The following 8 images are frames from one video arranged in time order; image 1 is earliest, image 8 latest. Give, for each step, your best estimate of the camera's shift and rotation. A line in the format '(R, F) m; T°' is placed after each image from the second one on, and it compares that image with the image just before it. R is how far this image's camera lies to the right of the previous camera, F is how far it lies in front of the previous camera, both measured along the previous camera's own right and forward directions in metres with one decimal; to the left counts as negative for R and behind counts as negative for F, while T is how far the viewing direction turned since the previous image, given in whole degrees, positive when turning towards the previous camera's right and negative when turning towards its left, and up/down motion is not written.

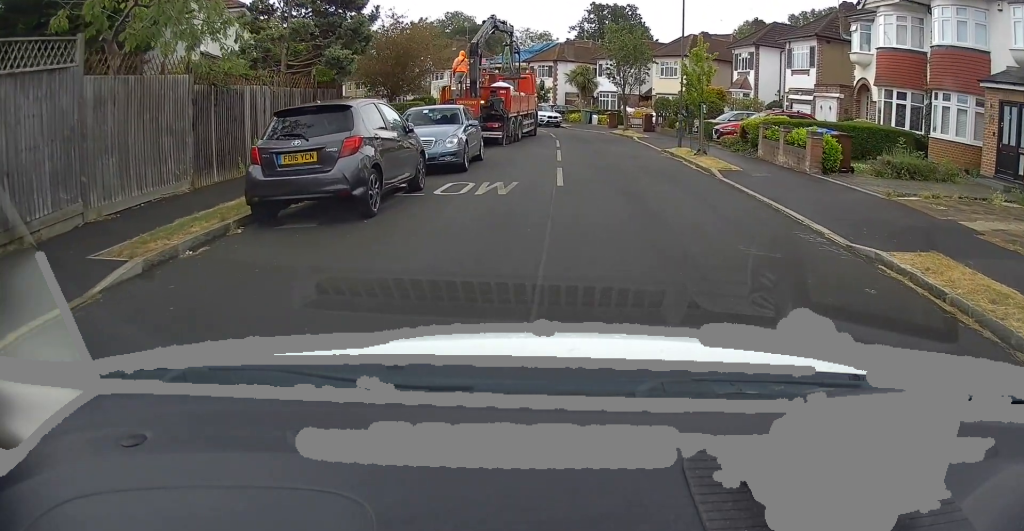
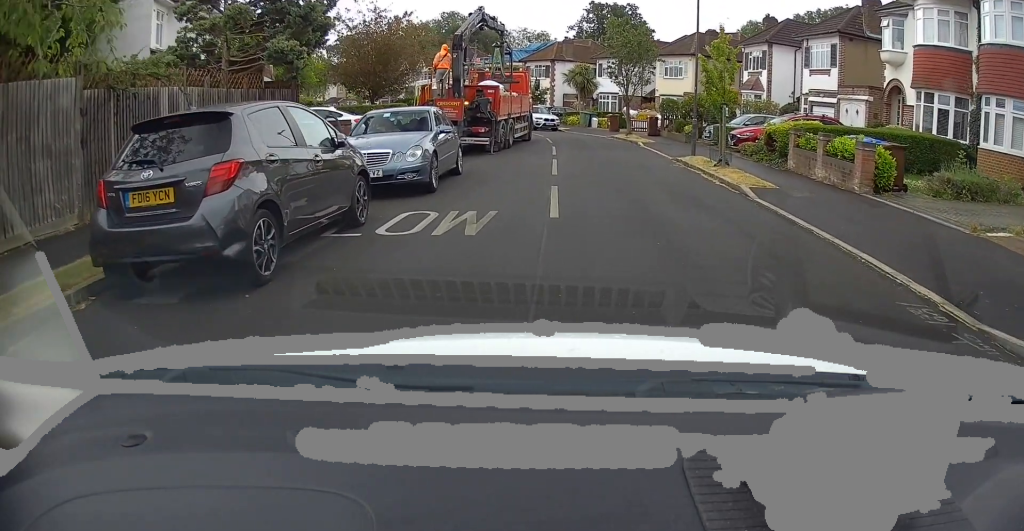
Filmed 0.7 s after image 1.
(-0.1, +3.1) m; -2°
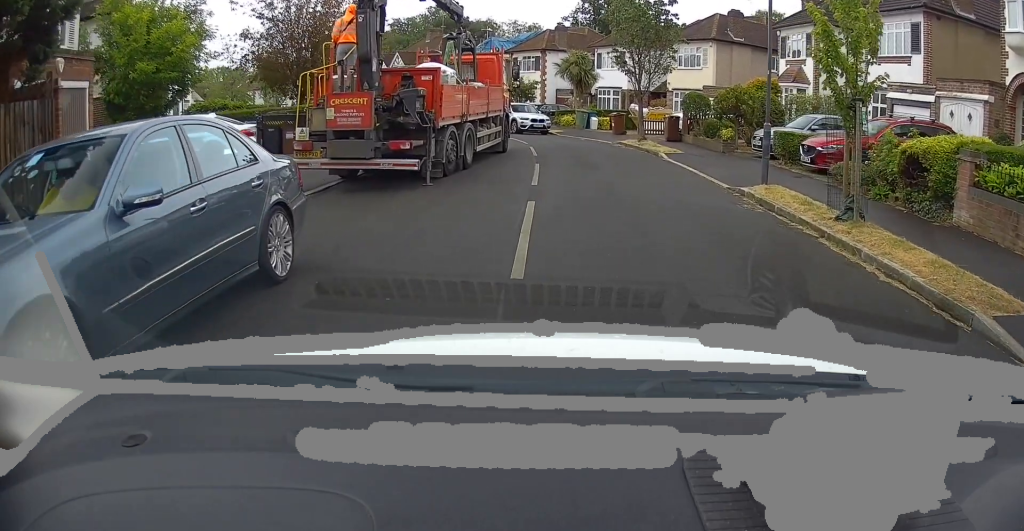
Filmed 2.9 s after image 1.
(-0.2, +8.6) m; +5°
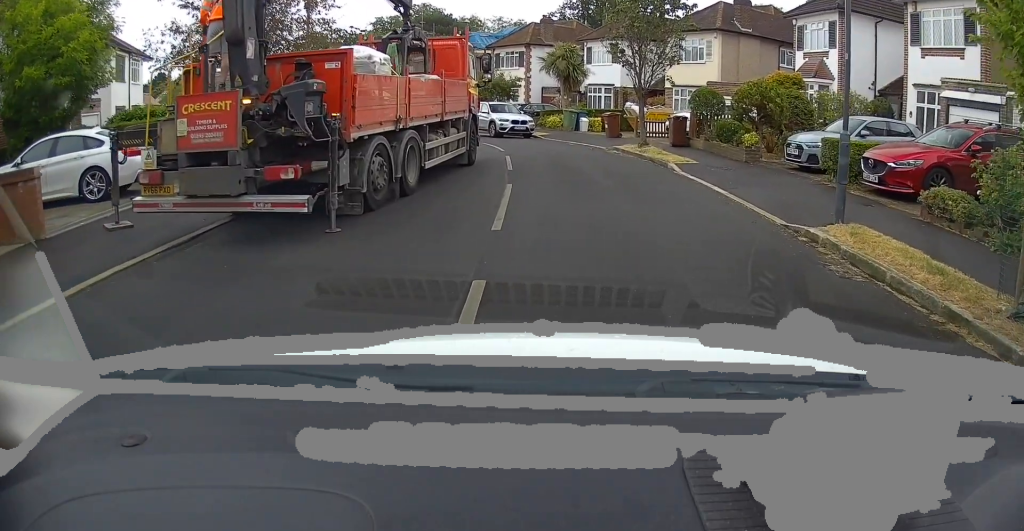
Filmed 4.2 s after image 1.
(+0.5, +4.5) m; +3°
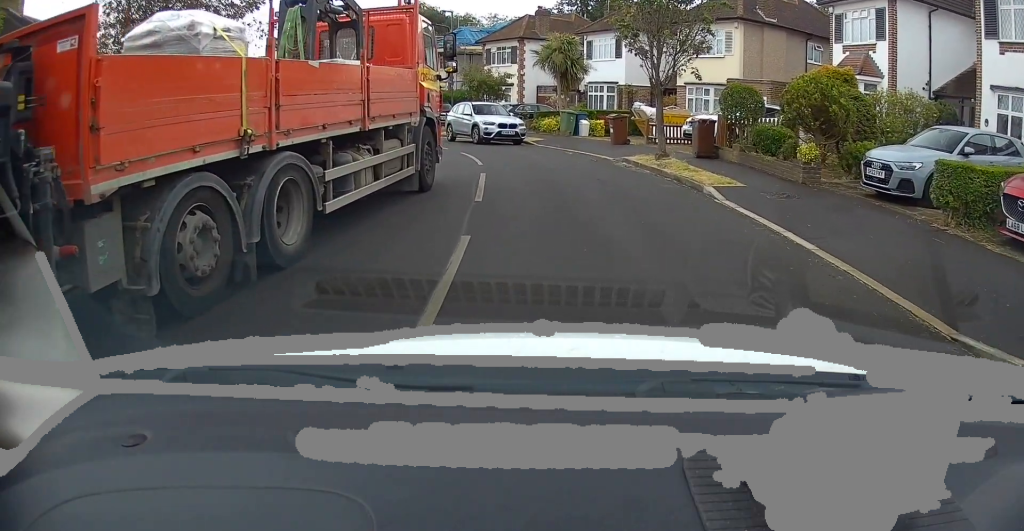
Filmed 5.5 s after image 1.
(-0.5, +4.3) m; -7°
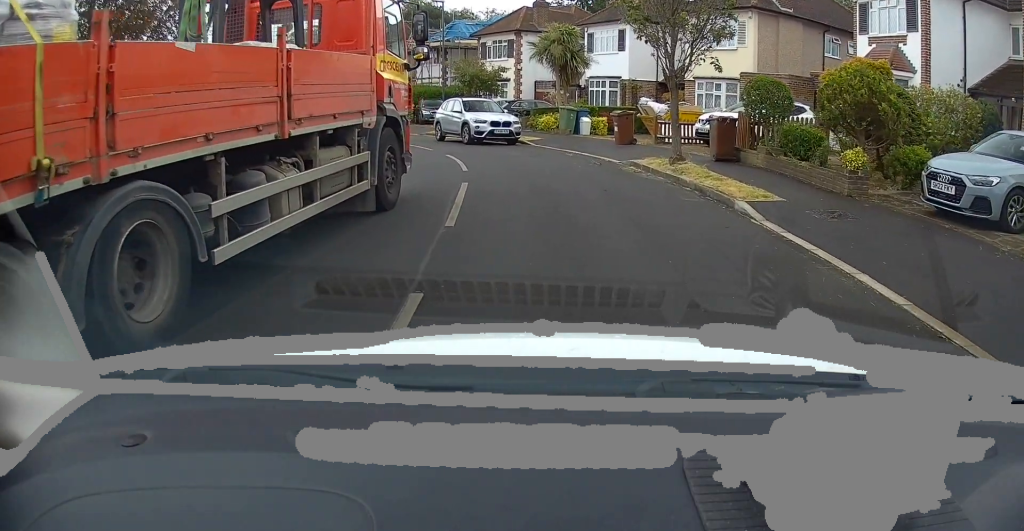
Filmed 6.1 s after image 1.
(0.0, +2.1) m; 0°
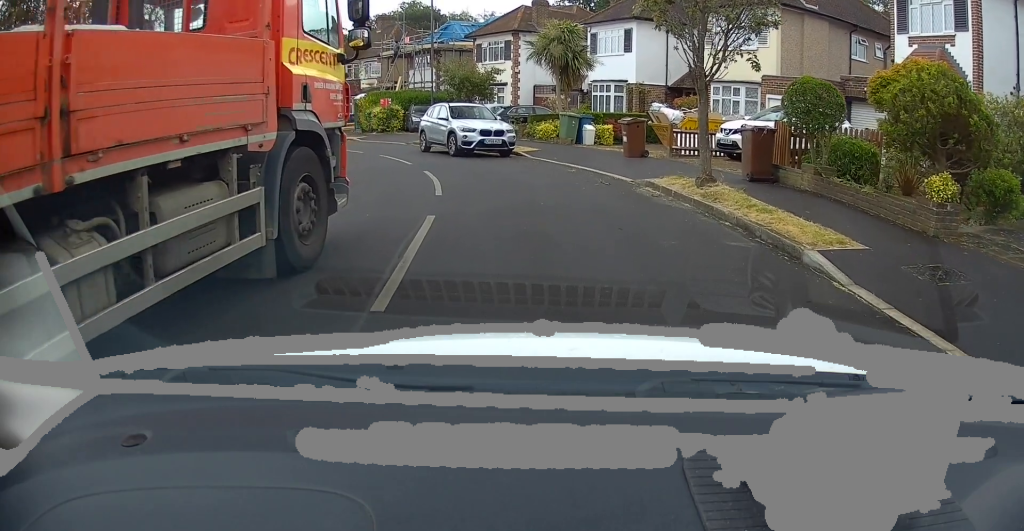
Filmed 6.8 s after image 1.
(0.0, +2.8) m; -1°
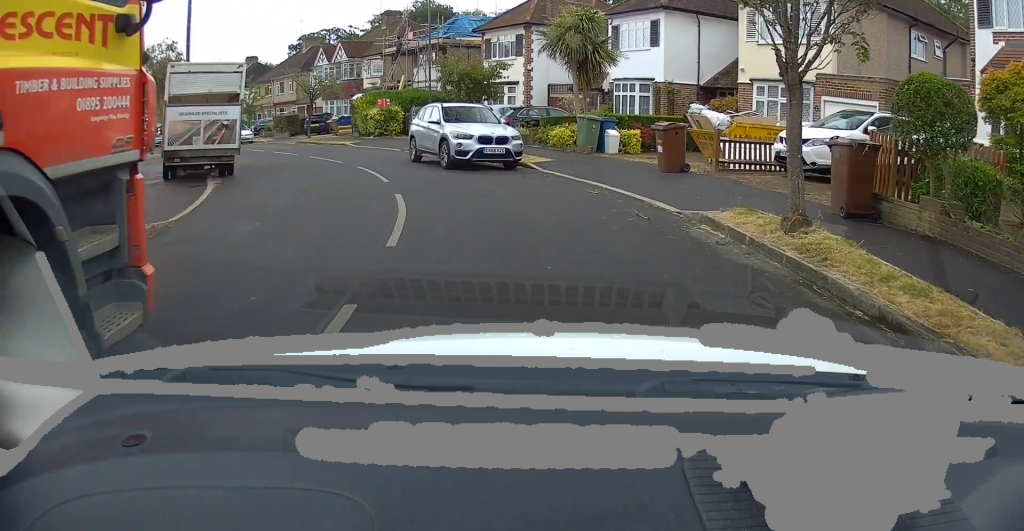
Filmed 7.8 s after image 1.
(-0.1, +3.7) m; -5°
